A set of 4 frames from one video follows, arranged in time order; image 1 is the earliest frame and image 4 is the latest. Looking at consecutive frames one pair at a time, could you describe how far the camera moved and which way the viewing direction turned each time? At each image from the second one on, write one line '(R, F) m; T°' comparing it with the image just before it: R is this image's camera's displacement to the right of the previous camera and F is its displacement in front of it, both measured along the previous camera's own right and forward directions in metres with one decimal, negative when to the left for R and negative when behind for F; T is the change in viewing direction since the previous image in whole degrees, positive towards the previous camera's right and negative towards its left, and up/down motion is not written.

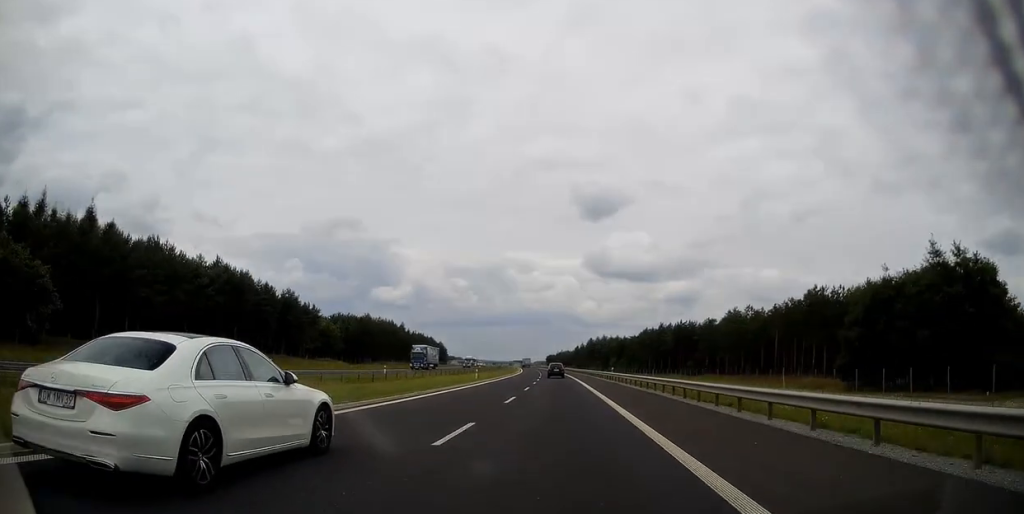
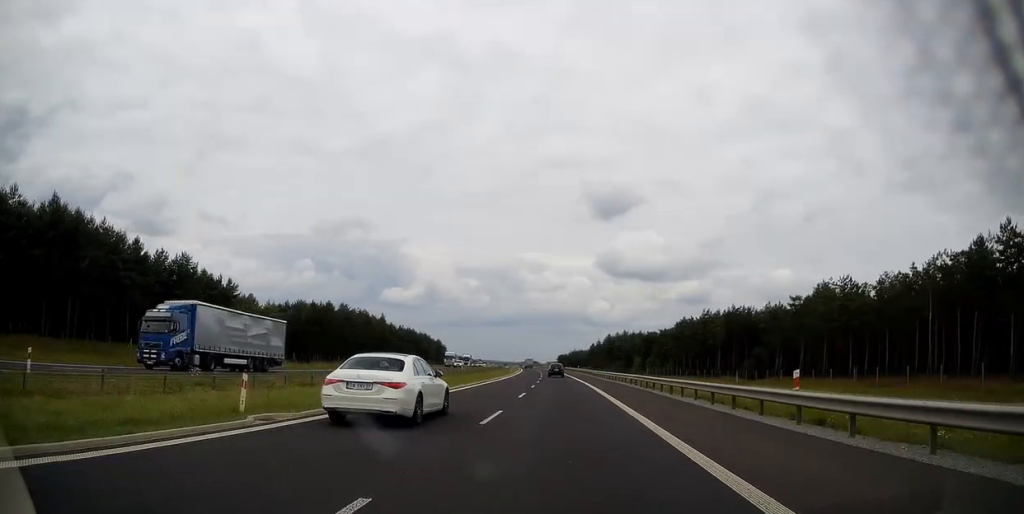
(-0.9, +44.2) m; -2°
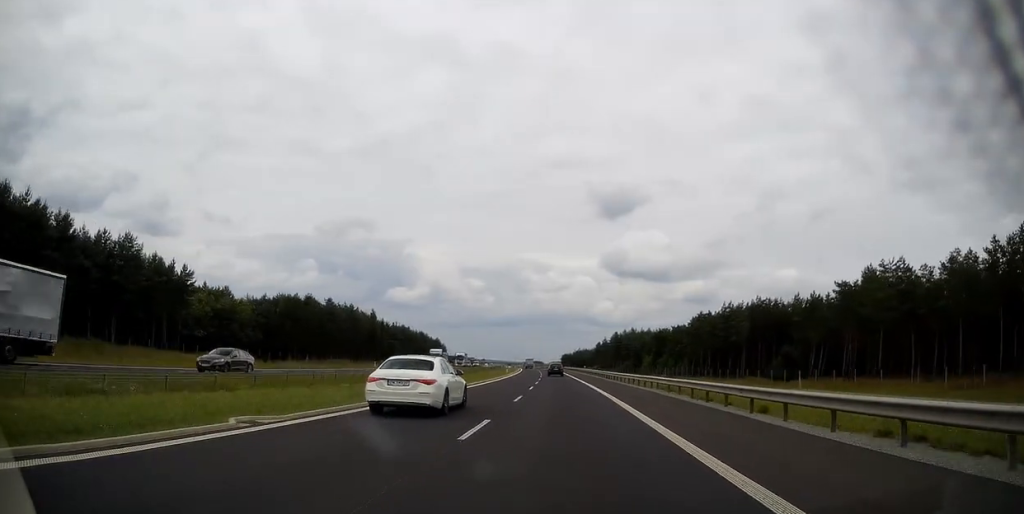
(+0.1, +15.1) m; 0°
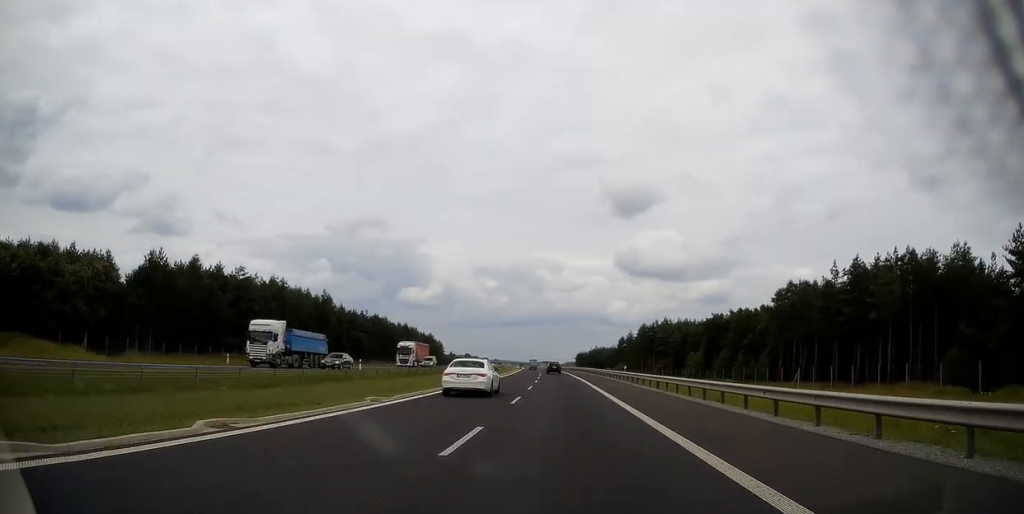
(-0.8, +49.9) m; -2°
